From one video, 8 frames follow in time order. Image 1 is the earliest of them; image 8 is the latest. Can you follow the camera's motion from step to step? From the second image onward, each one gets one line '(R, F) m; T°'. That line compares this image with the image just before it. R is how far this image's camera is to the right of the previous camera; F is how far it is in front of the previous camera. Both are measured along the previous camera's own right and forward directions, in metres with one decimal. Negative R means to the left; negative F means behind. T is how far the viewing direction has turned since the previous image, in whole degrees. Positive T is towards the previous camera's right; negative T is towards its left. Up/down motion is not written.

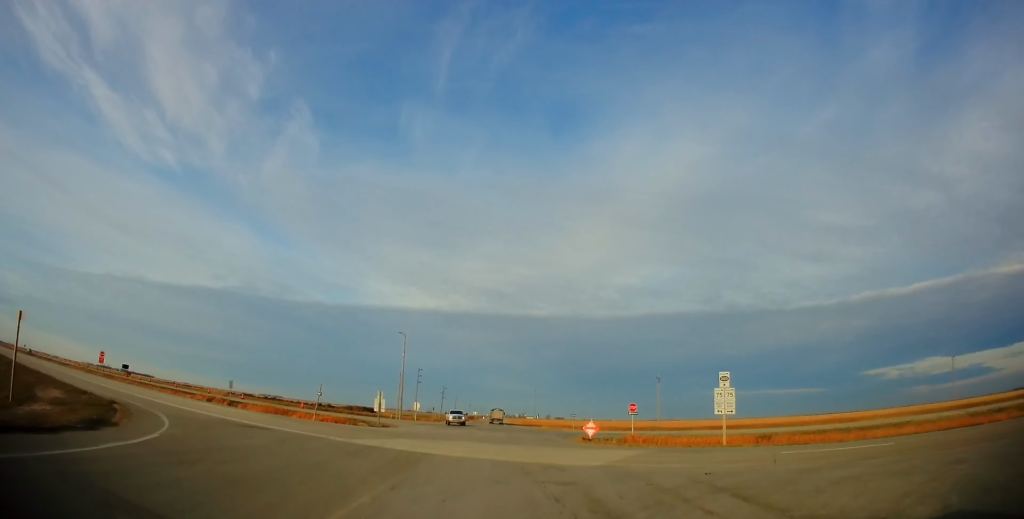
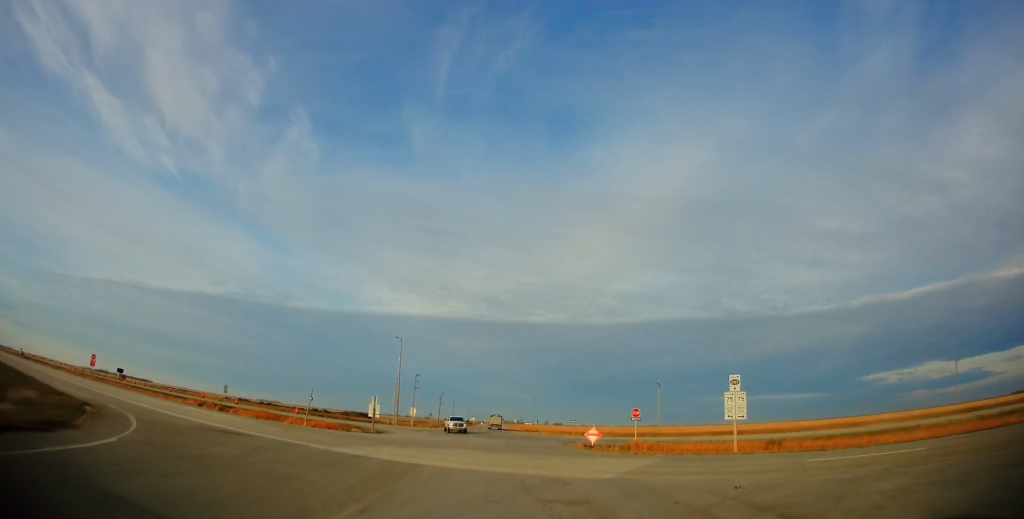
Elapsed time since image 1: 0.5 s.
(0.0, +1.7) m; +1°
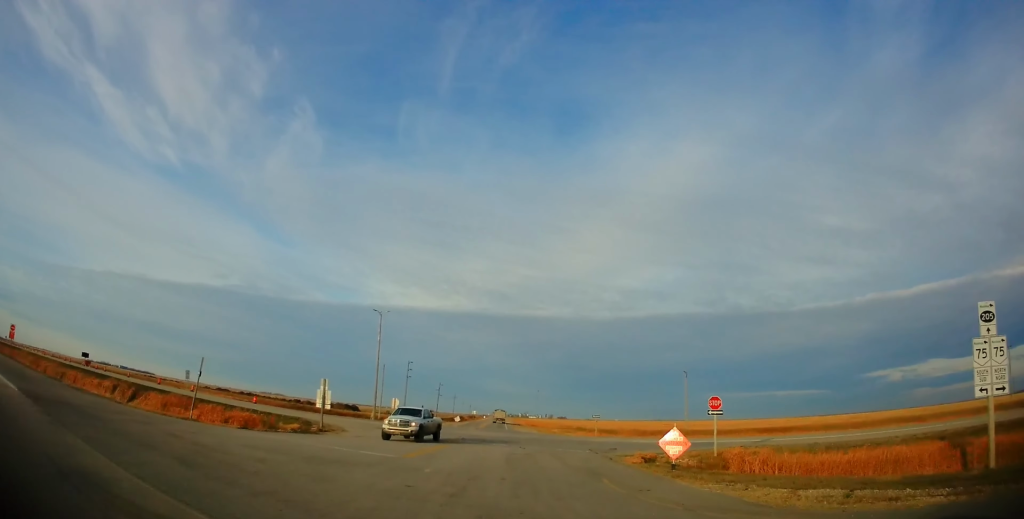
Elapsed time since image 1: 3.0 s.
(+0.6, +16.8) m; -1°
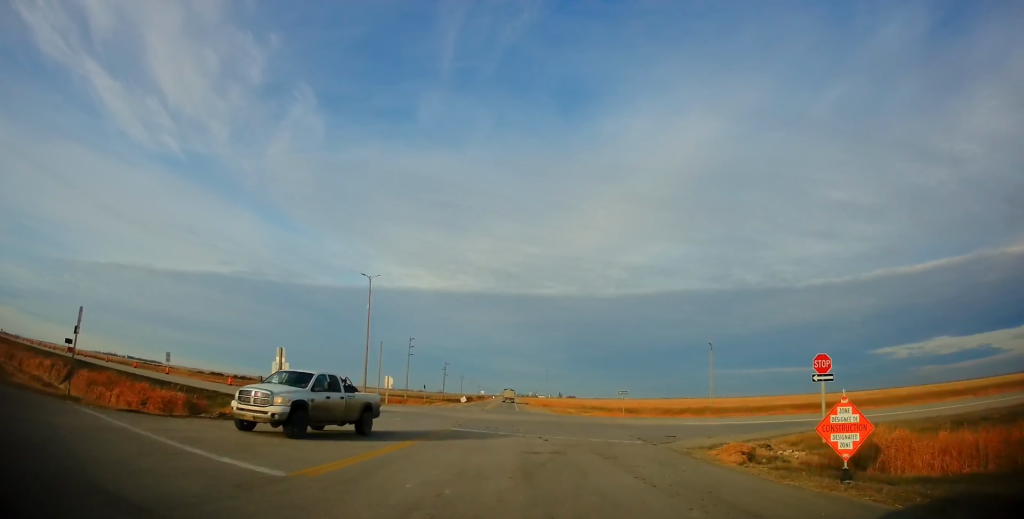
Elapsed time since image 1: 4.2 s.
(-0.2, +10.9) m; -1°
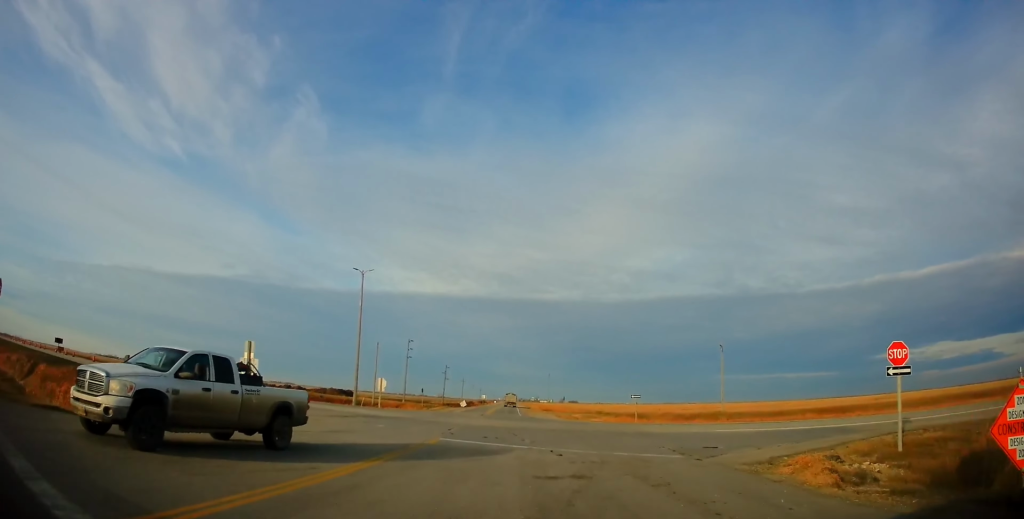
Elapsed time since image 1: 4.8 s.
(0.0, +4.7) m; 0°
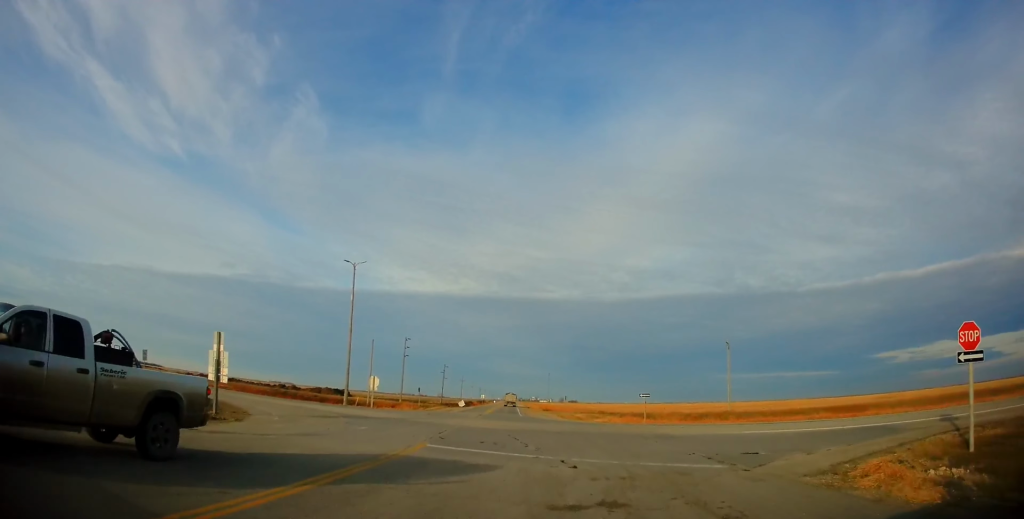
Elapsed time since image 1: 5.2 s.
(0.0, +3.5) m; 0°
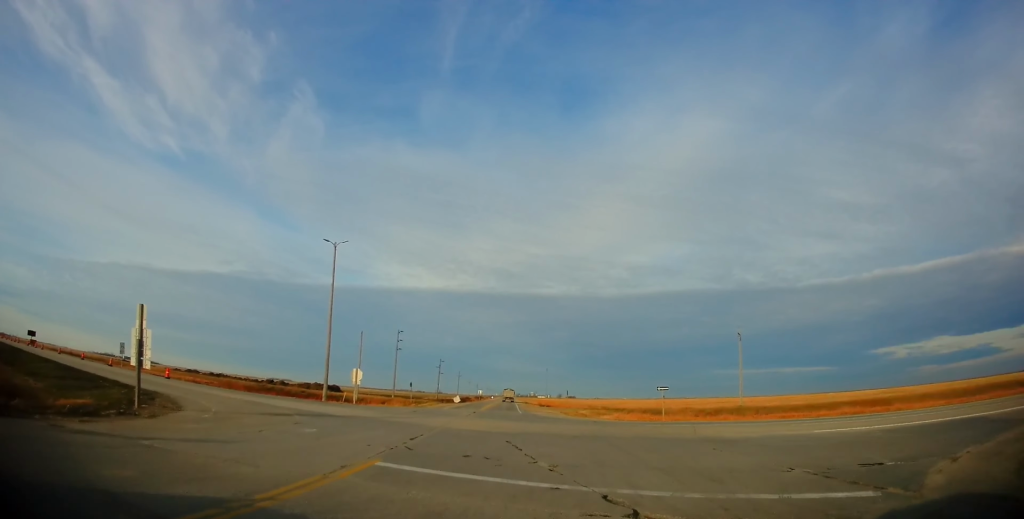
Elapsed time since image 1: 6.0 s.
(0.0, +6.4) m; 0°
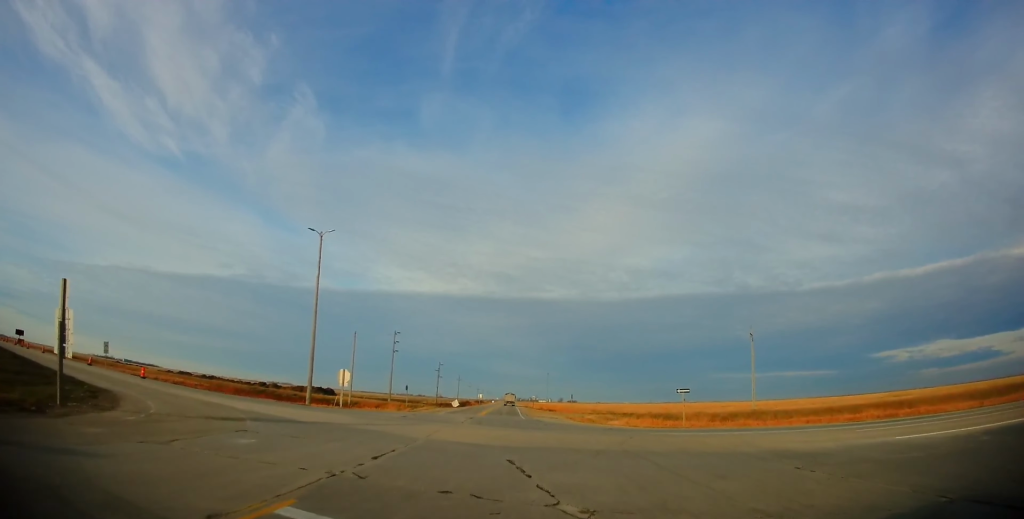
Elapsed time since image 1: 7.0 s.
(0.0, +5.6) m; 0°
